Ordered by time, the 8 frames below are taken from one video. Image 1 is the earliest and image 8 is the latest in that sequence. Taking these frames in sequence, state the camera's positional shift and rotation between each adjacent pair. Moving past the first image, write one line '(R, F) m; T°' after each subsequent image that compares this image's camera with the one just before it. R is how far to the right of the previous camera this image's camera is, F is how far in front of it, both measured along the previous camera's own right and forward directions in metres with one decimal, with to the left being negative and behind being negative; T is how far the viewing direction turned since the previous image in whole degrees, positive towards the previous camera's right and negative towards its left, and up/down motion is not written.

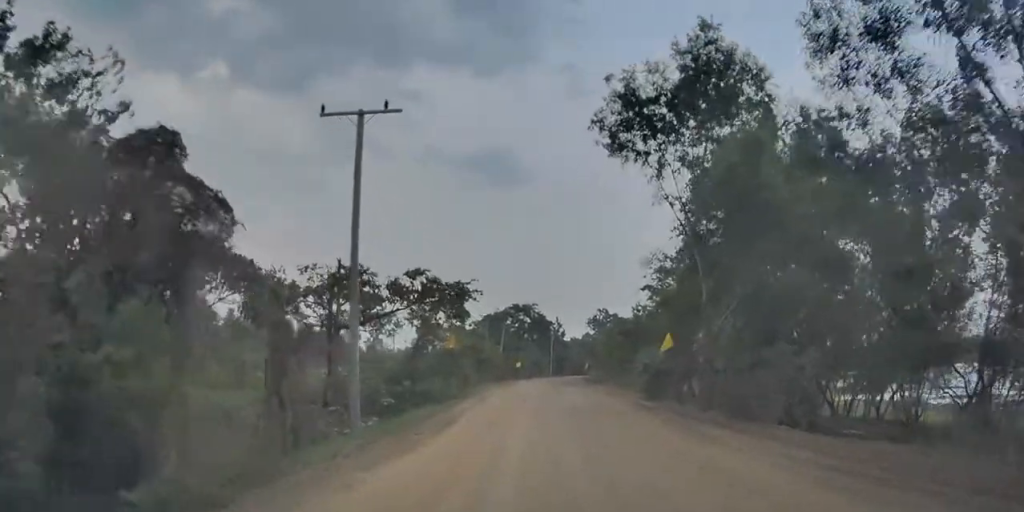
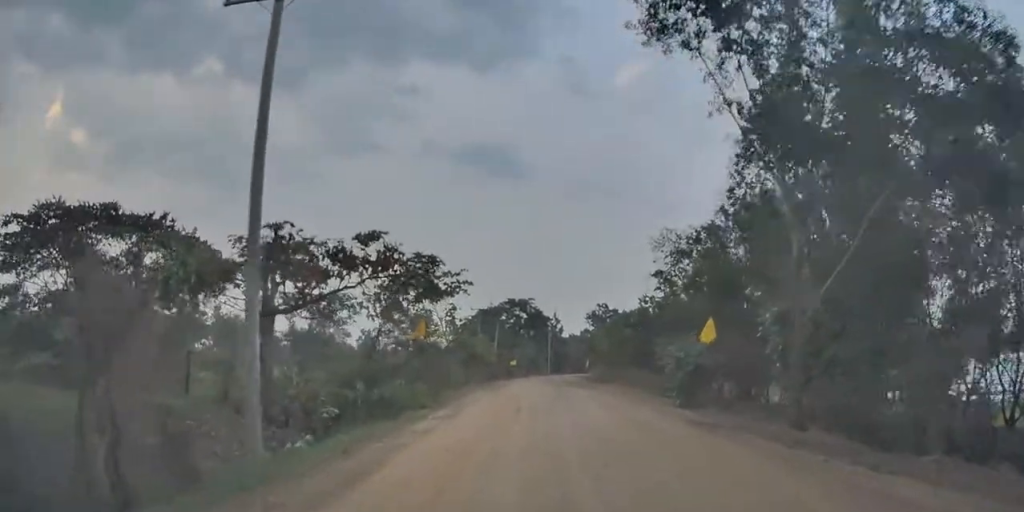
(+0.4, +7.0) m; +3°
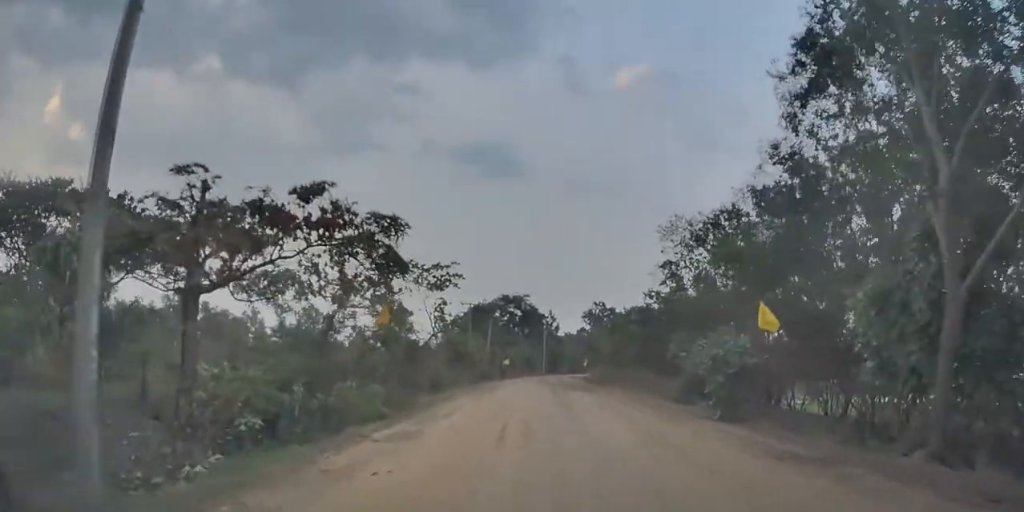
(+0.3, +4.8) m; 0°
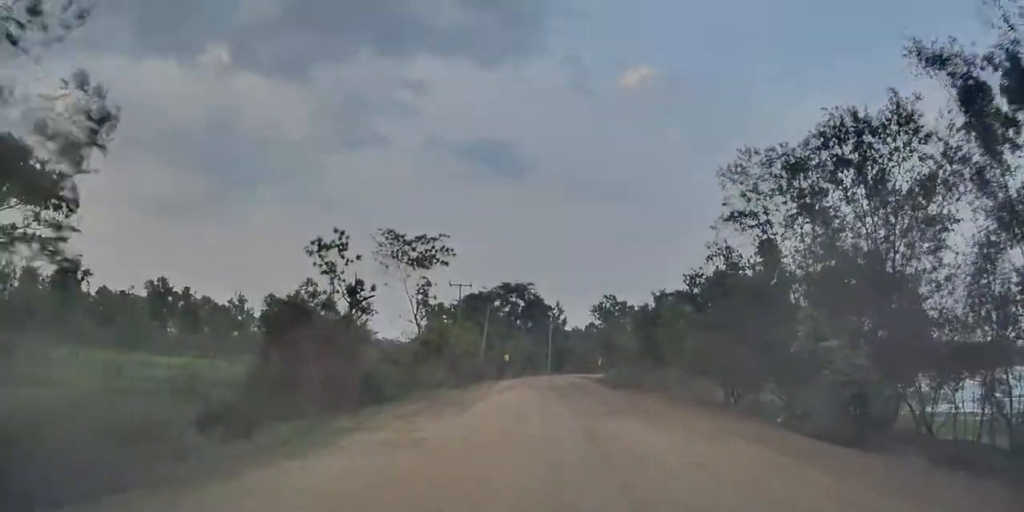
(-0.2, +13.9) m; -2°
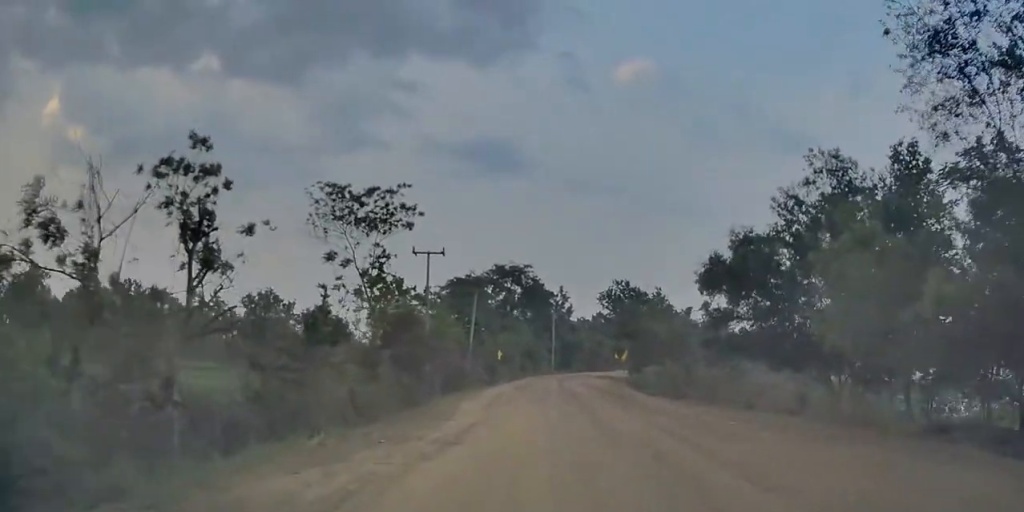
(-0.8, +16.5) m; -1°
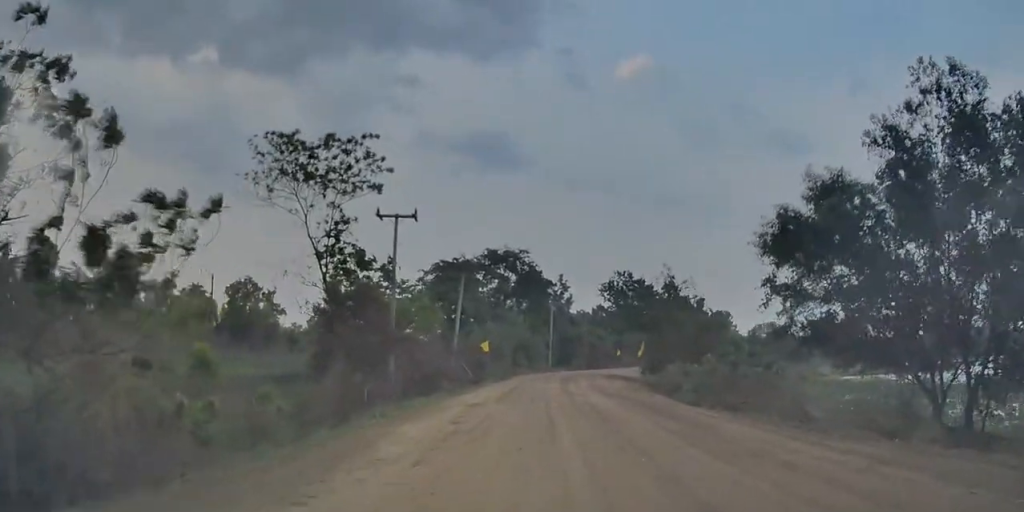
(+0.2, +8.6) m; +2°
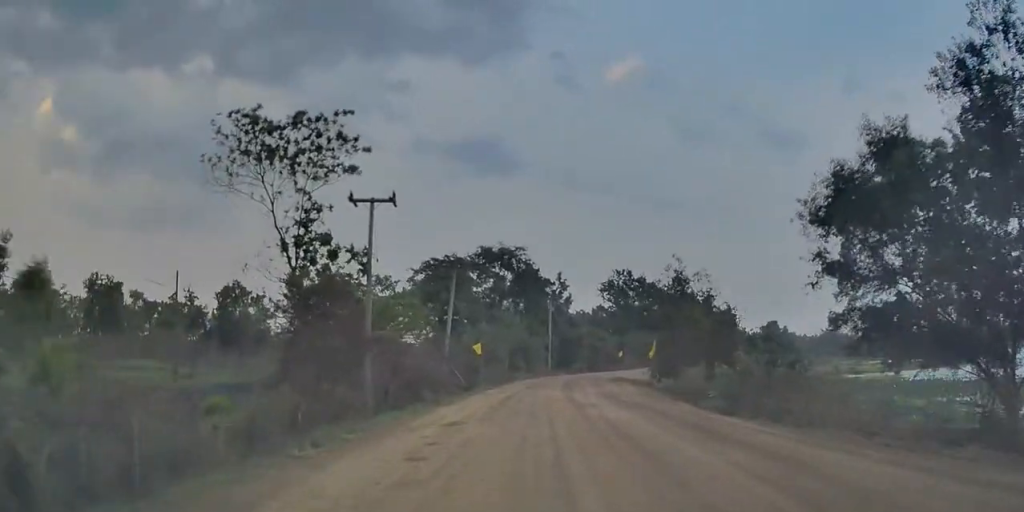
(-0.3, +4.1) m; 0°
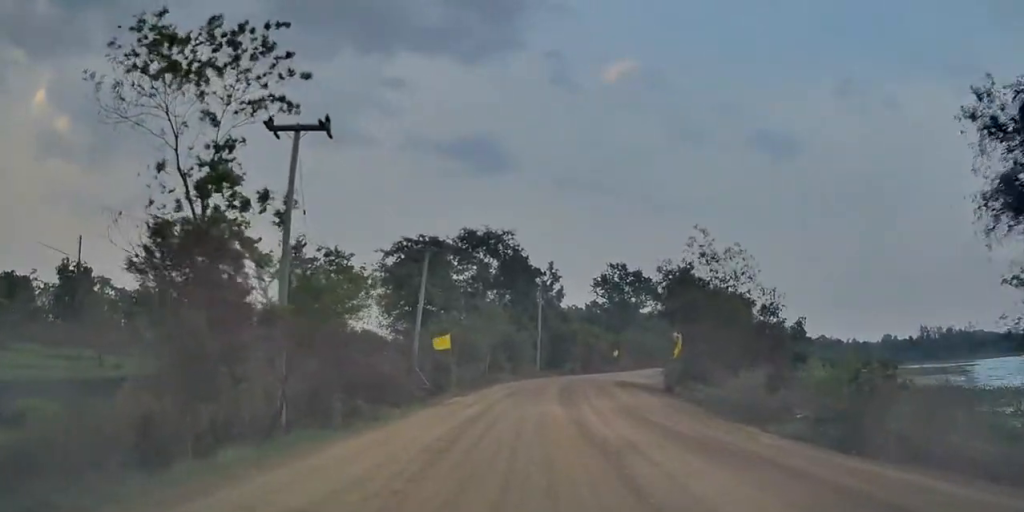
(+0.7, +8.6) m; +1°
